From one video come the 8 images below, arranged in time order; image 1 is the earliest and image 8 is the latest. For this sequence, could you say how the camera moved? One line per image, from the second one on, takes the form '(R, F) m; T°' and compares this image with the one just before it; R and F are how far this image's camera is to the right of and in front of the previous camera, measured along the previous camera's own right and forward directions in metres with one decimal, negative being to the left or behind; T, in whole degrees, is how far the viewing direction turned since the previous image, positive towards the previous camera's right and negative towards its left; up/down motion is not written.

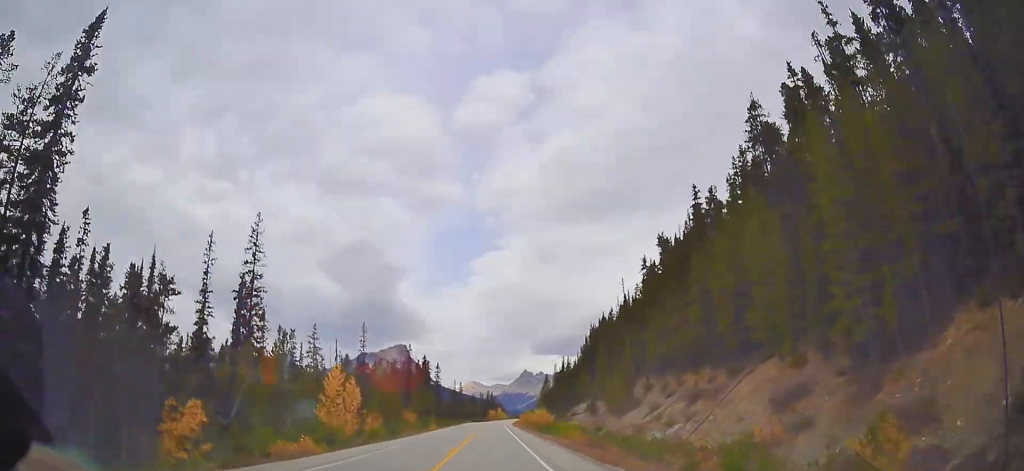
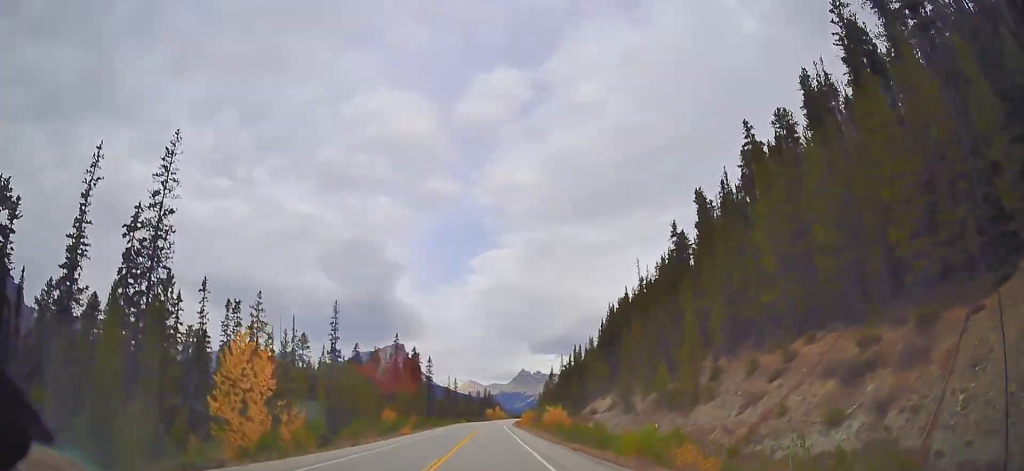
(-0.2, +21.3) m; 0°
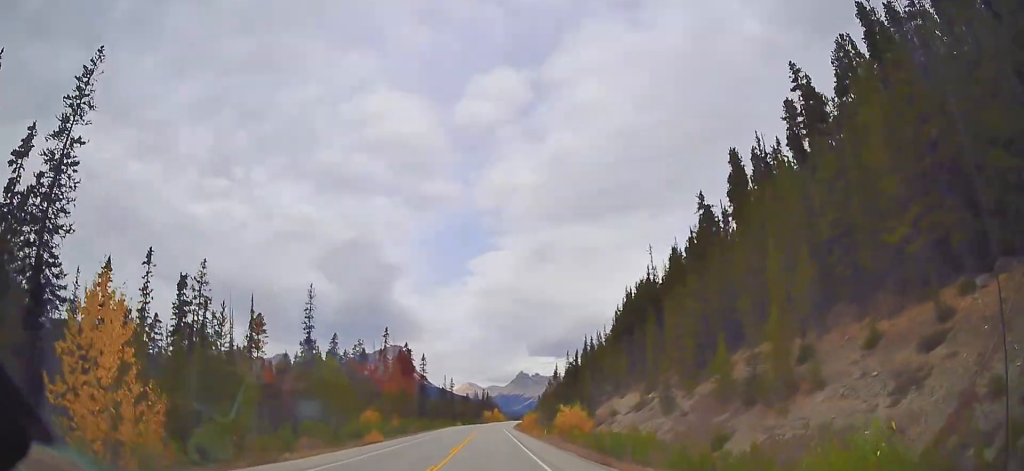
(+0.2, +14.7) m; 0°
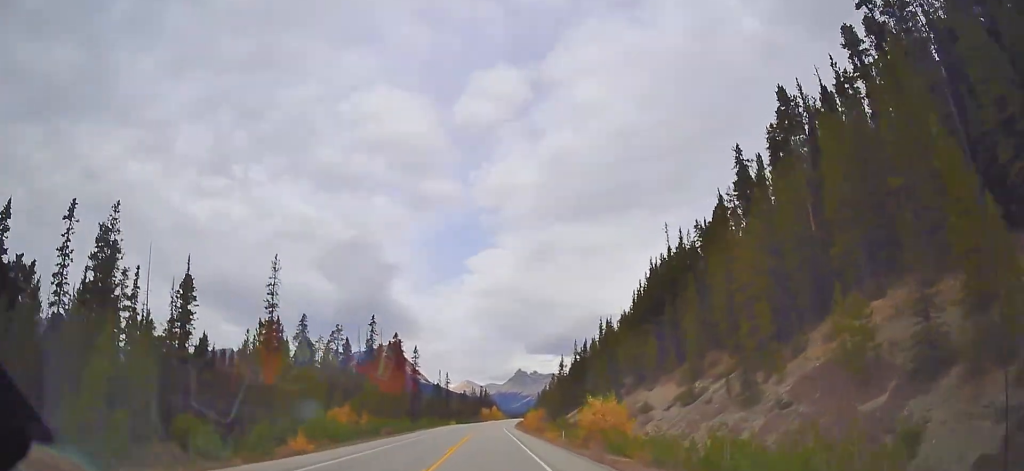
(0.0, +14.8) m; 0°
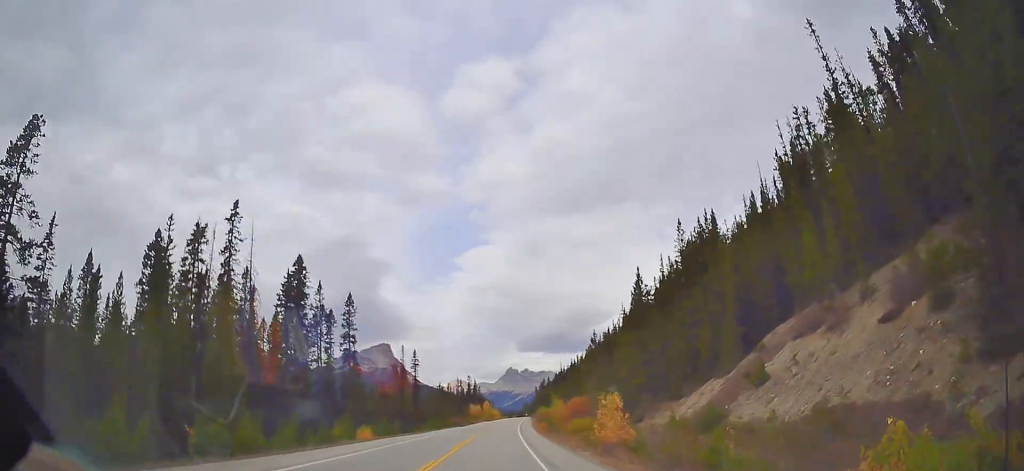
(+0.7, +74.6) m; +1°
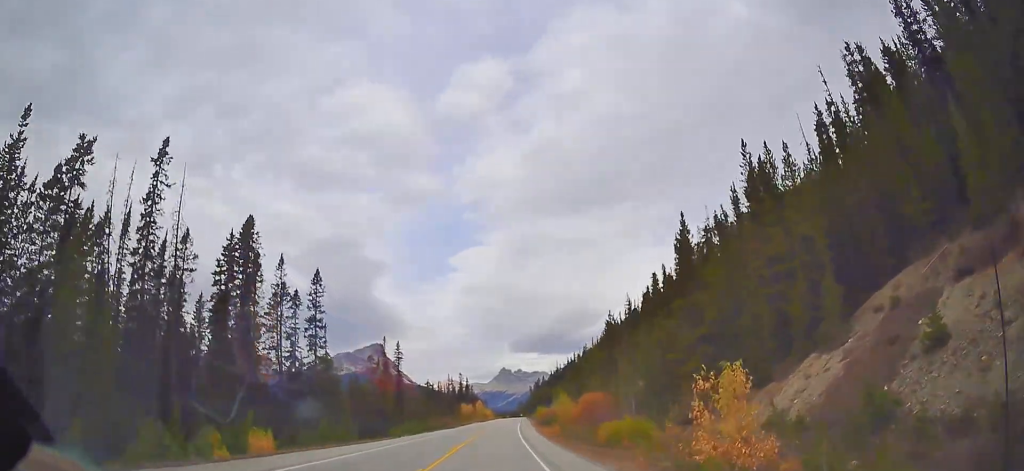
(-0.1, +15.7) m; 0°
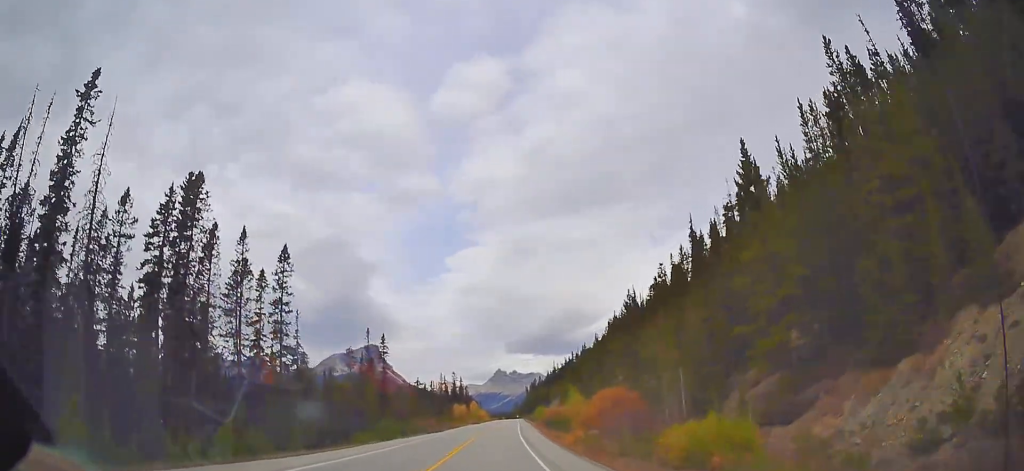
(0.0, +13.3) m; +1°
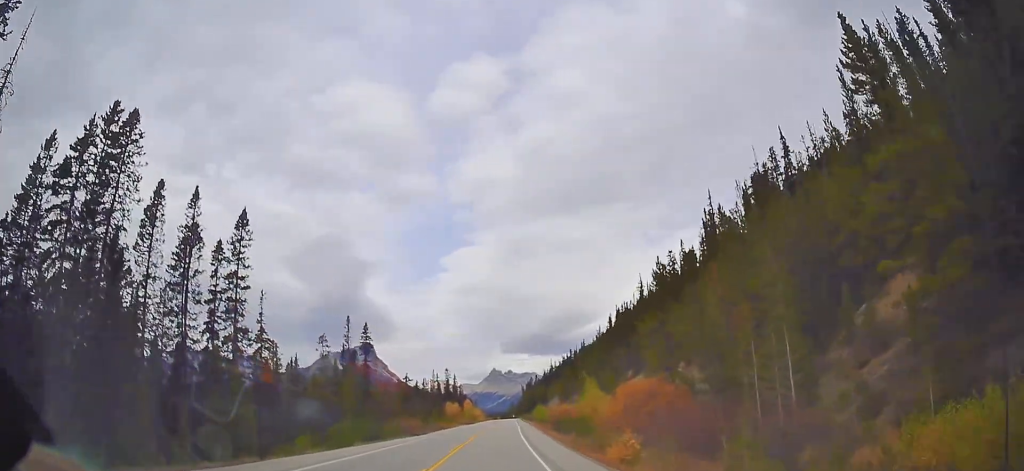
(-0.1, +12.4) m; +1°
